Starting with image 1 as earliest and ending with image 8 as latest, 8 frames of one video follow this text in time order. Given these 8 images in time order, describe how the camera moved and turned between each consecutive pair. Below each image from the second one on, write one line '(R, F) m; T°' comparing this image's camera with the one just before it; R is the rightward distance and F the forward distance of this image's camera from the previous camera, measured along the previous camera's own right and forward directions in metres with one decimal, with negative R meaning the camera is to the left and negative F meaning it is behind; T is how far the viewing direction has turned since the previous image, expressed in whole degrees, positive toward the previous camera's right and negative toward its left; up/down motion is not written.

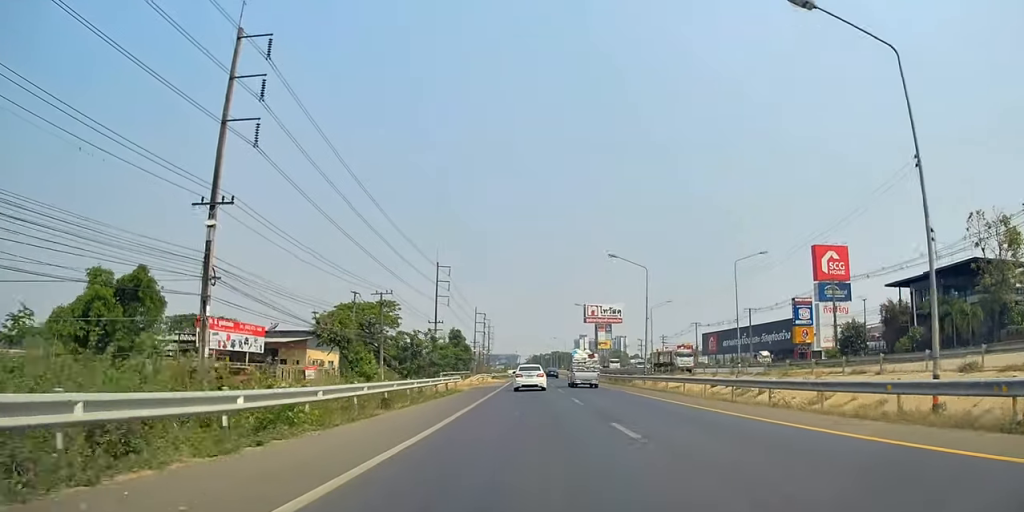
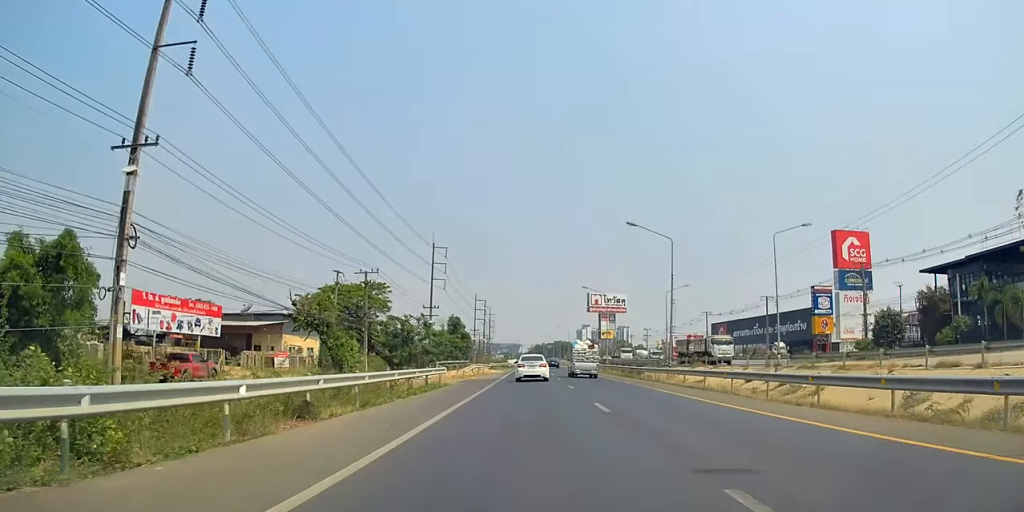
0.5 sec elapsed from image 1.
(+0.2, +8.3) m; -1°
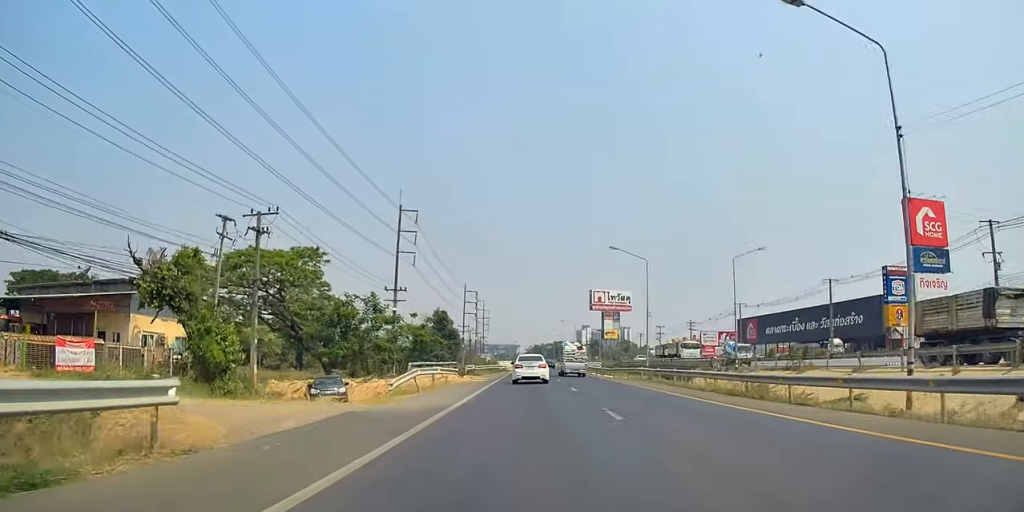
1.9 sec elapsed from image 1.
(-0.4, +26.8) m; +1°
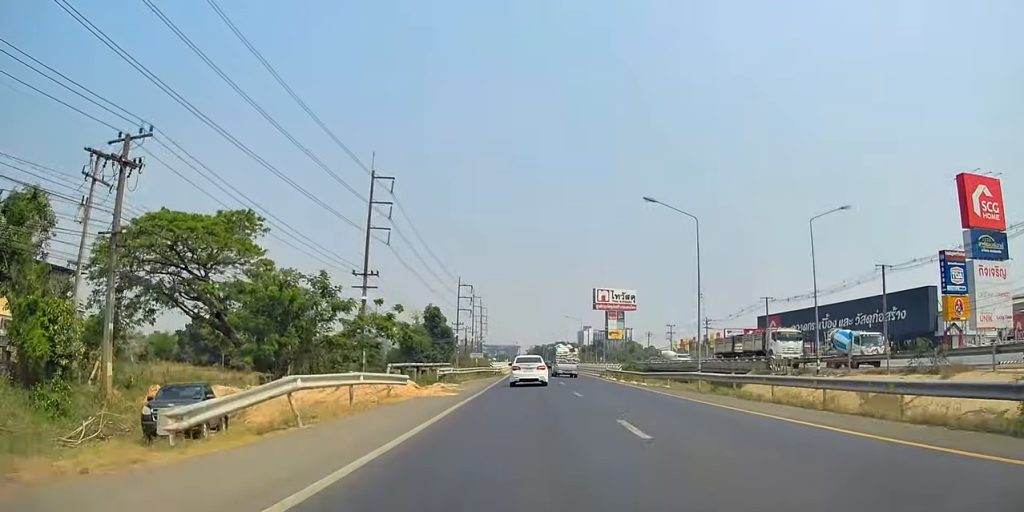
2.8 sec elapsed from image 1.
(+0.4, +14.6) m; +2°
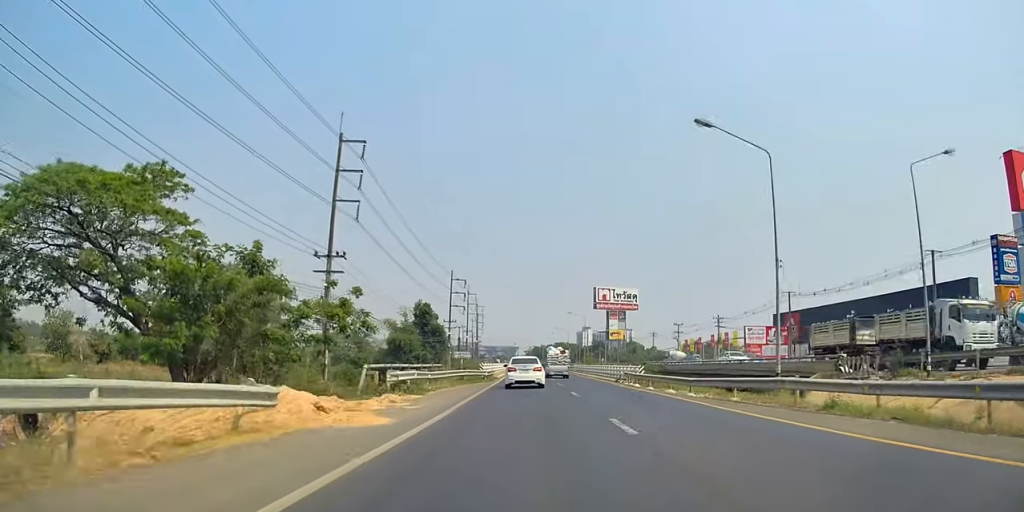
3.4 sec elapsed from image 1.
(0.0, +11.6) m; 0°
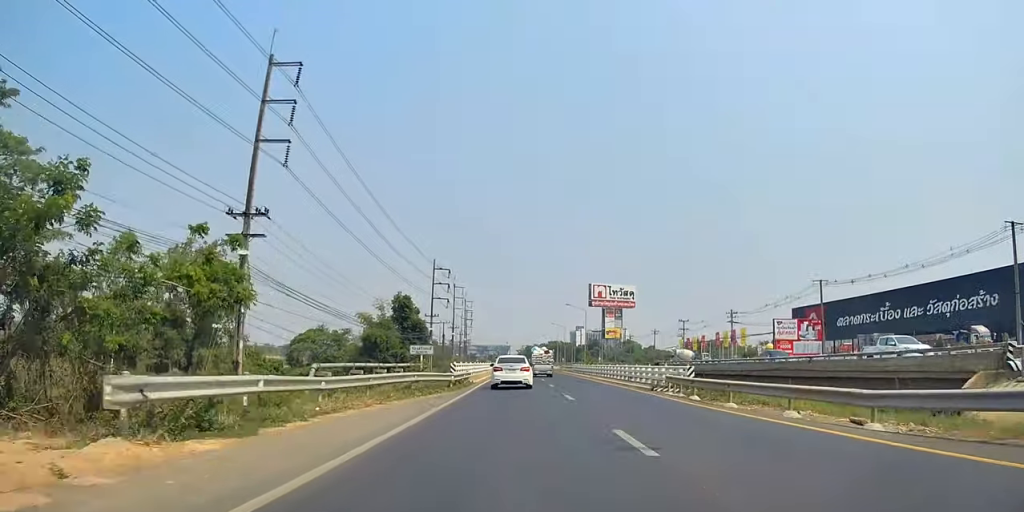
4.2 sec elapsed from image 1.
(-0.1, +15.0) m; -2°
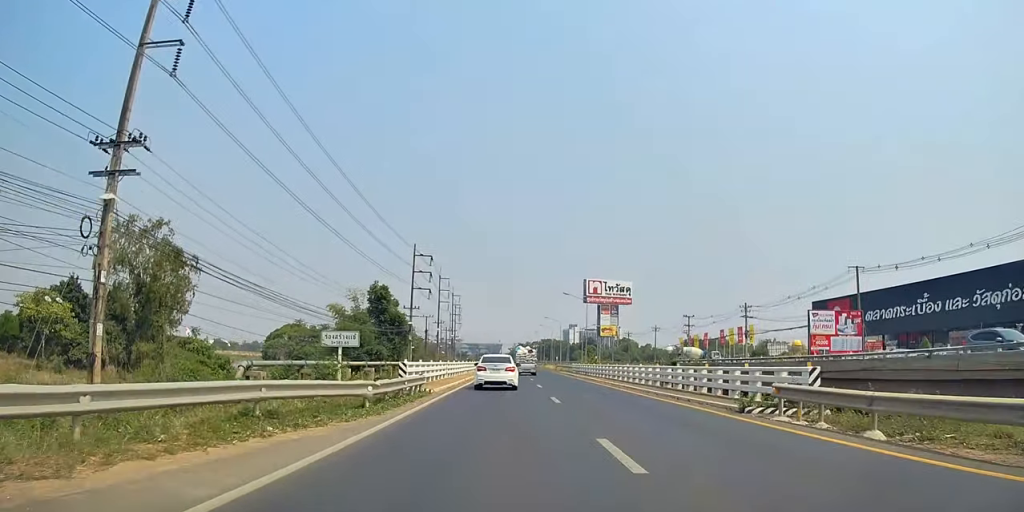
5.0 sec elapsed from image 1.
(-0.3, +13.1) m; +1°
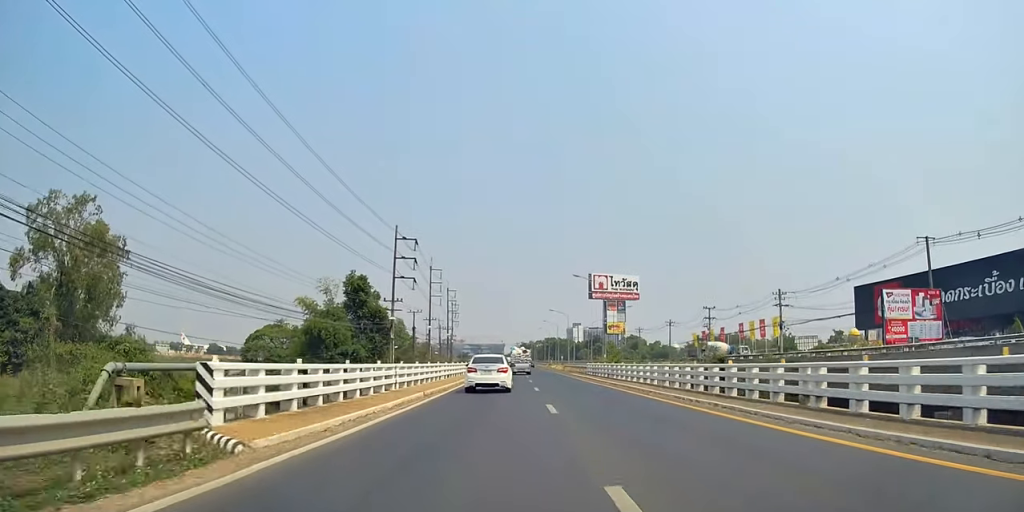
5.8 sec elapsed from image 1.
(0.0, +15.1) m; +1°
